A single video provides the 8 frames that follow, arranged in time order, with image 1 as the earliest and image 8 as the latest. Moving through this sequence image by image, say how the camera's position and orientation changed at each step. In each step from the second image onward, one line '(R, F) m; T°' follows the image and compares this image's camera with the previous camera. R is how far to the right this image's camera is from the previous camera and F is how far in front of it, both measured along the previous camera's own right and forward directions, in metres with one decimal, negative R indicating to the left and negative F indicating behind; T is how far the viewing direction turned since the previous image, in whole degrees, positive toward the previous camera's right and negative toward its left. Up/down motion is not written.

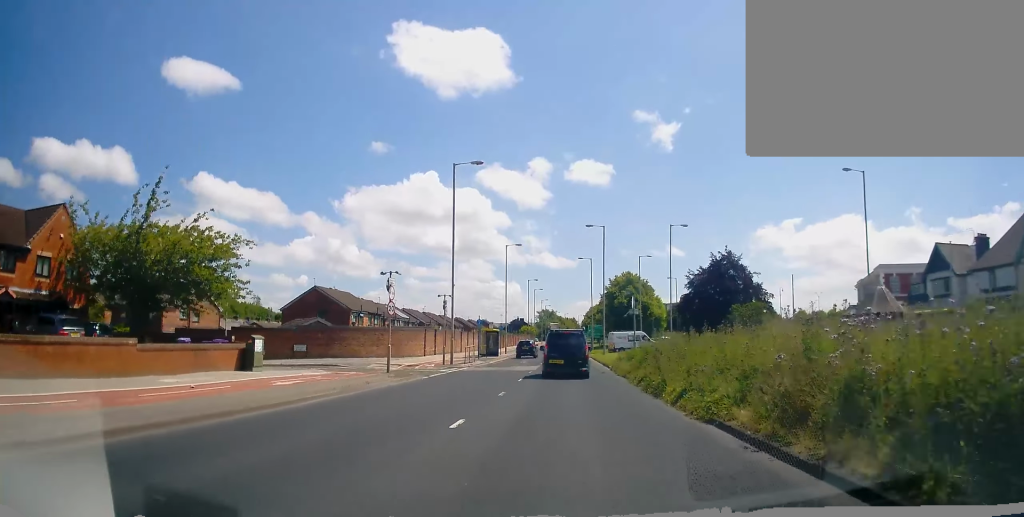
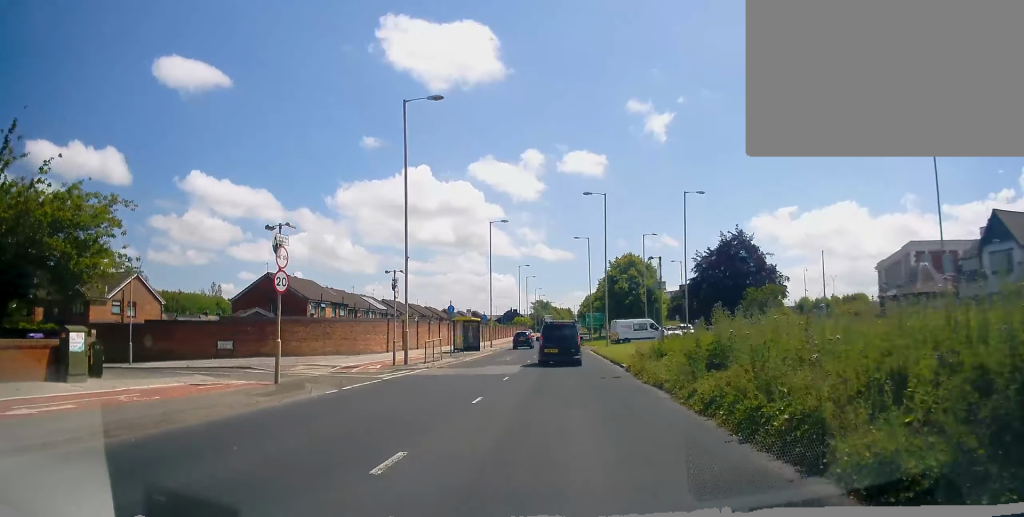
(-0.1, +9.4) m; +1°
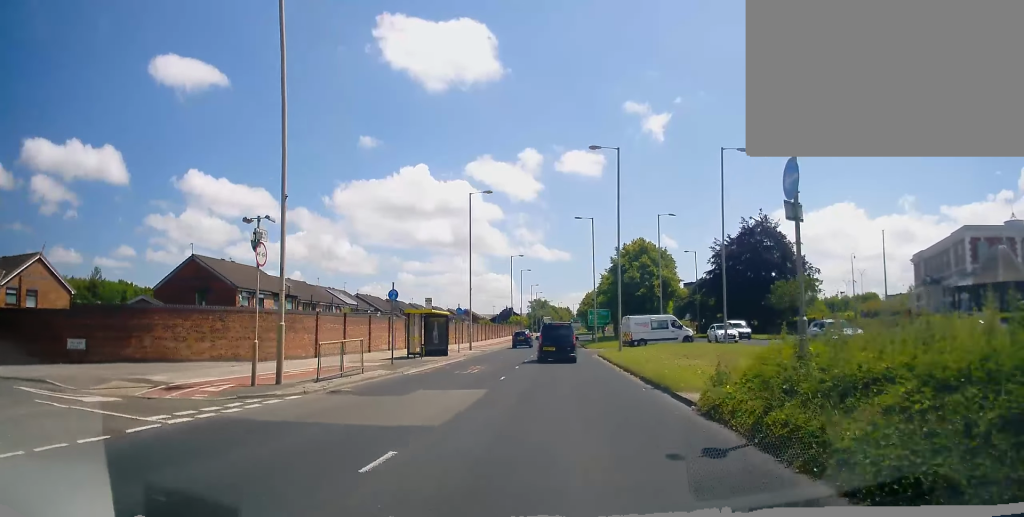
(+0.4, +12.1) m; +1°
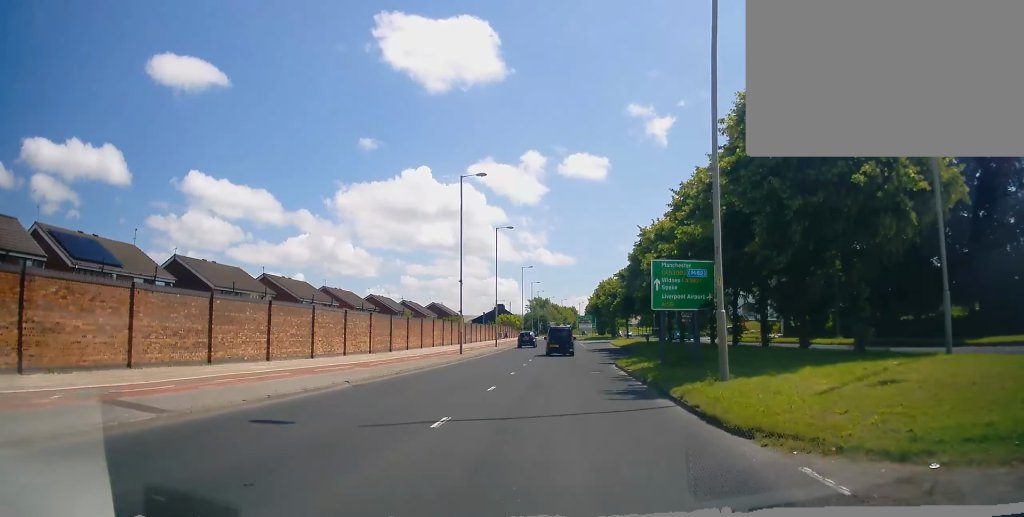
(-1.2, +45.0) m; -3°
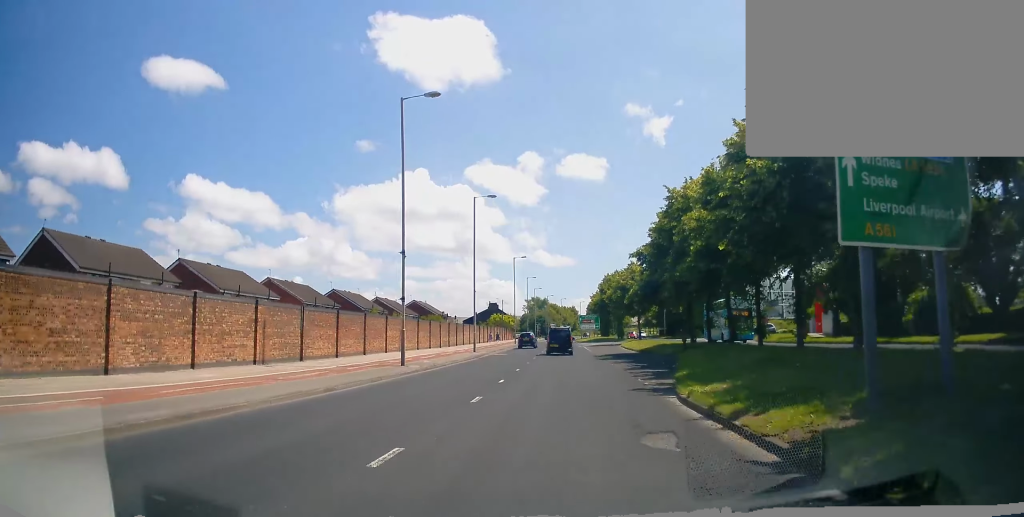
(+0.3, +14.6) m; +2°
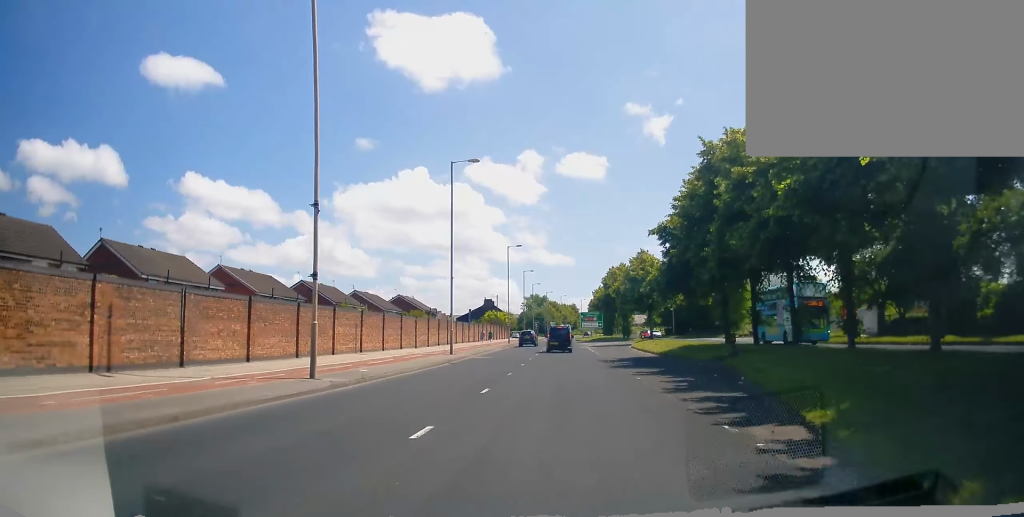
(+0.1, +9.6) m; 0°
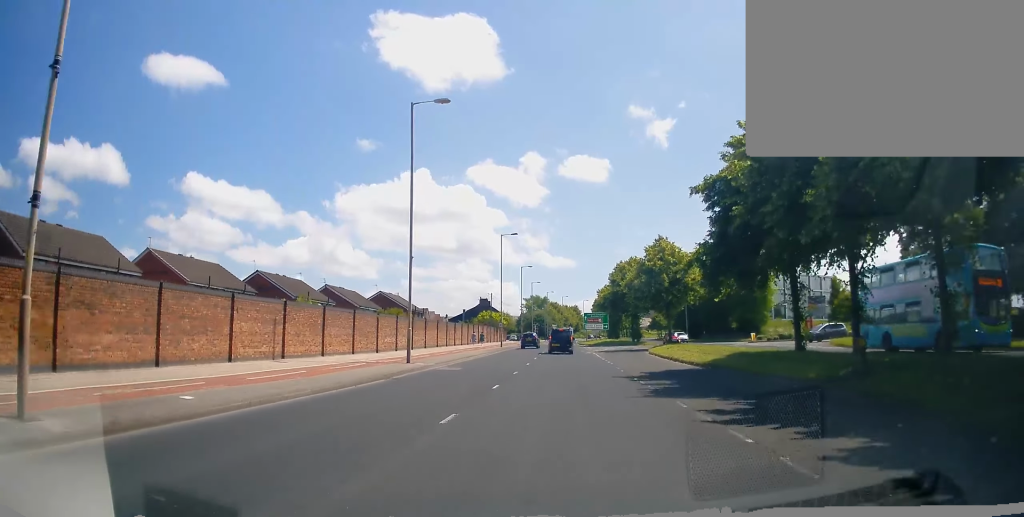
(0.0, +10.5) m; 0°
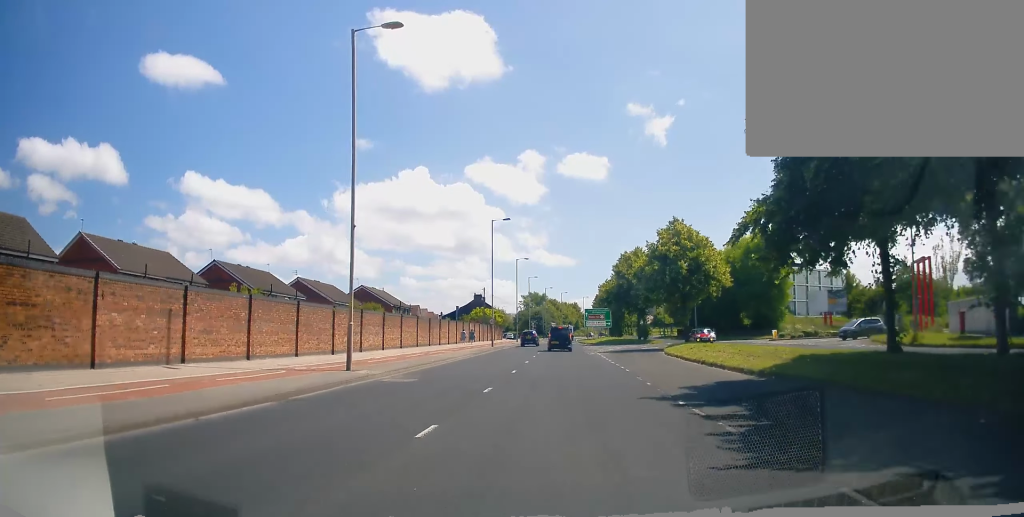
(0.0, +7.5) m; 0°
